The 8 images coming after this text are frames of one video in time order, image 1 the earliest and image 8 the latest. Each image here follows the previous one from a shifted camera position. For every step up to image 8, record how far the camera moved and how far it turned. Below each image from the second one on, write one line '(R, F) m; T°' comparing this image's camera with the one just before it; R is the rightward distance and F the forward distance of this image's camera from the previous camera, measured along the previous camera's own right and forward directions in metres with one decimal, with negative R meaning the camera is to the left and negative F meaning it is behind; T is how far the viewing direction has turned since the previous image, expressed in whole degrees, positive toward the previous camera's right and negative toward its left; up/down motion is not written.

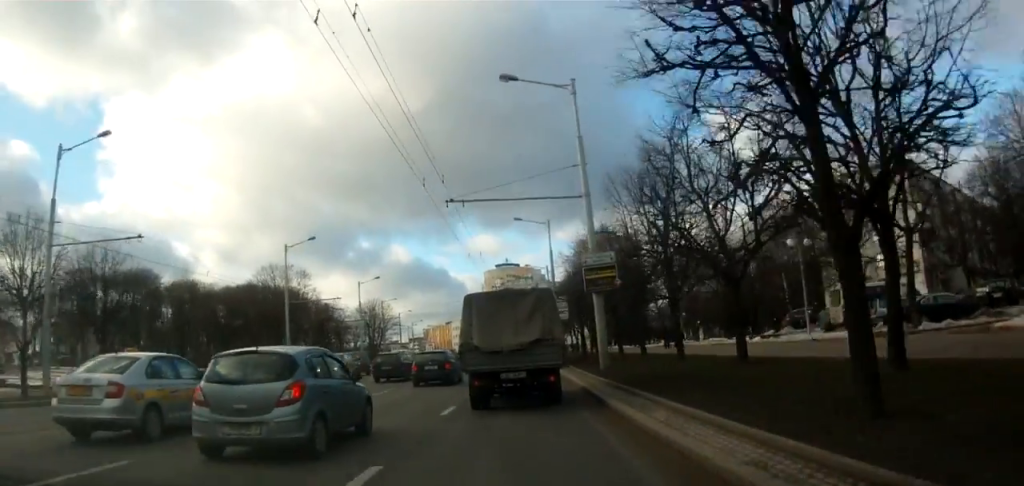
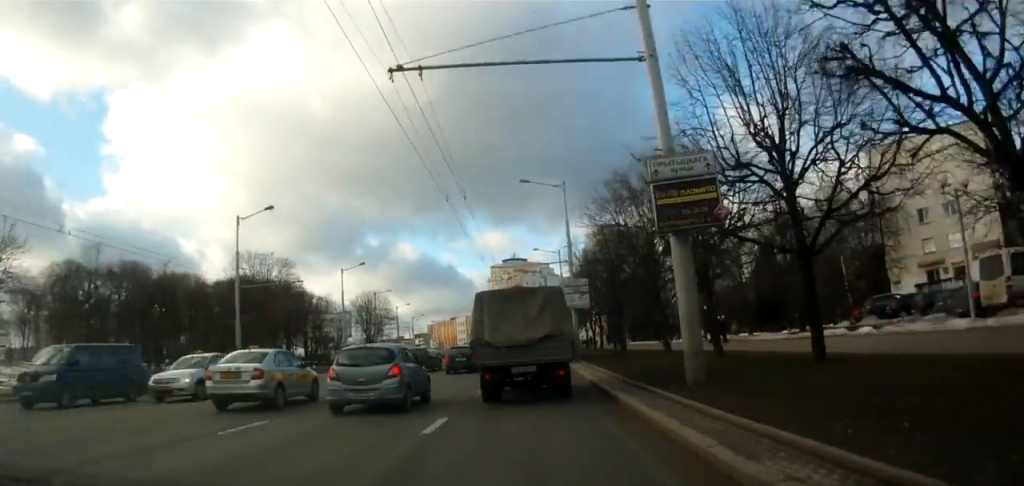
(+0.1, +11.6) m; -2°
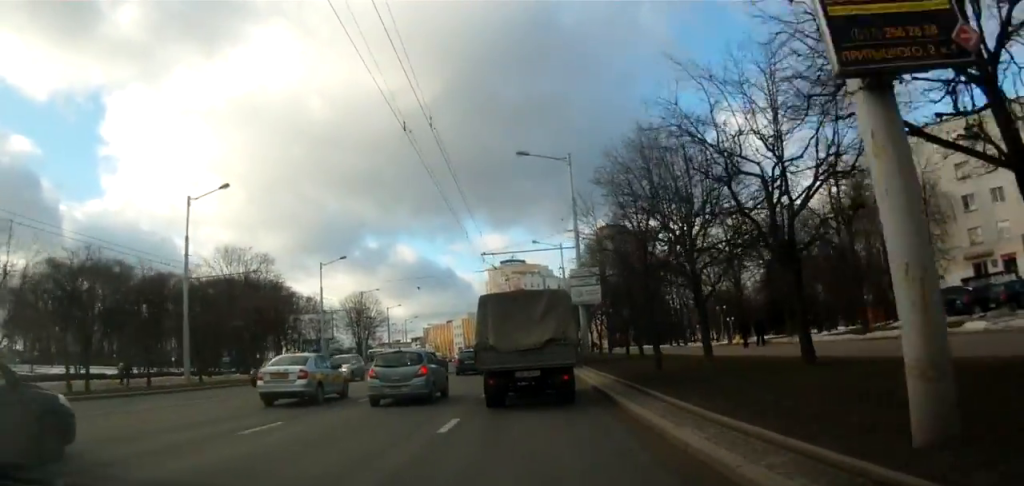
(-0.2, +6.9) m; -1°
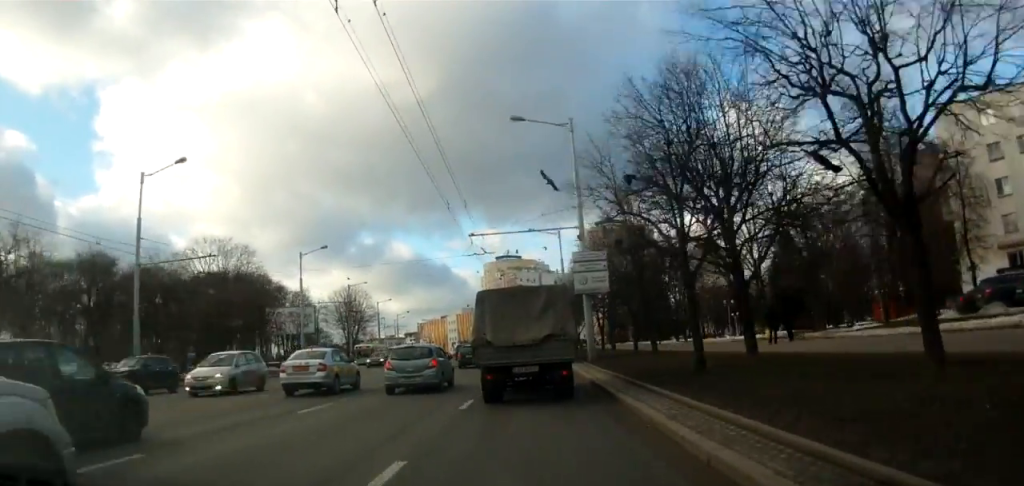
(-0.1, +5.1) m; +2°
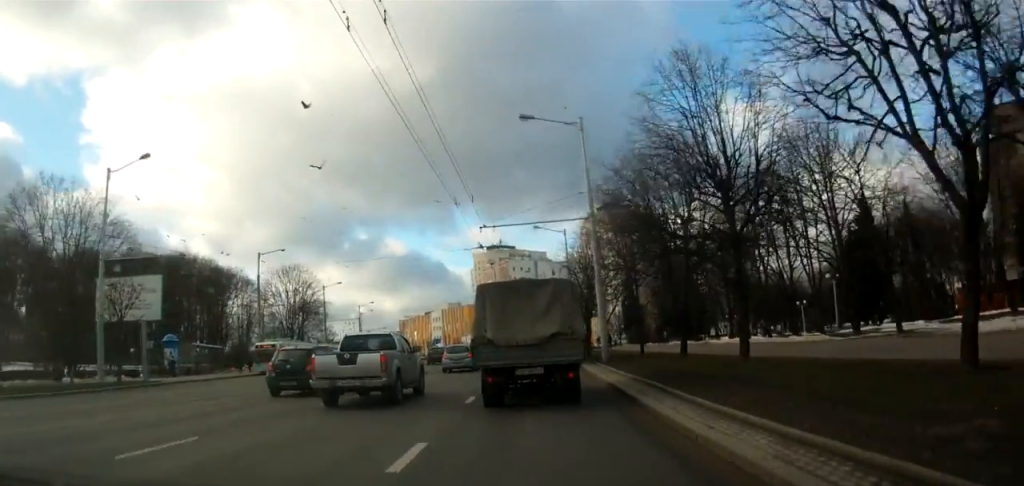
(+3.0, +30.3) m; +7°
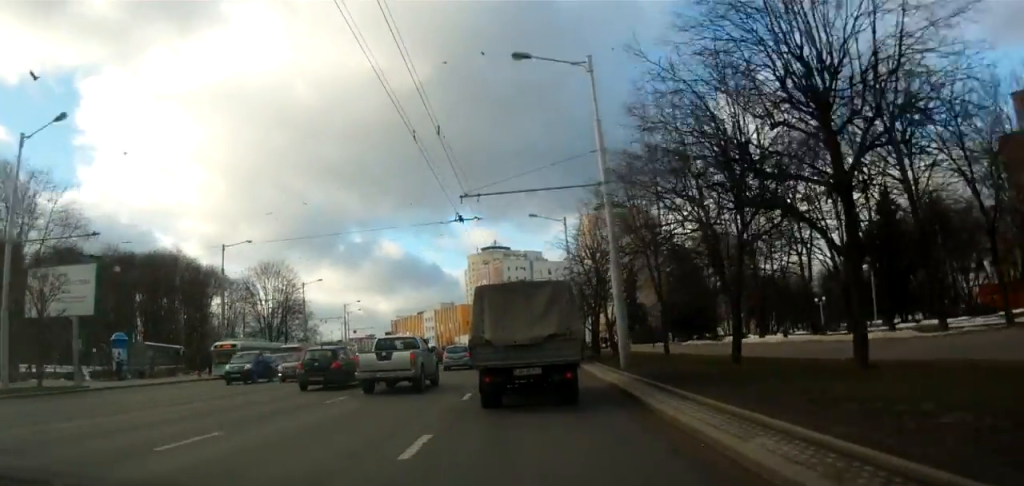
(-0.2, +7.4) m; 0°
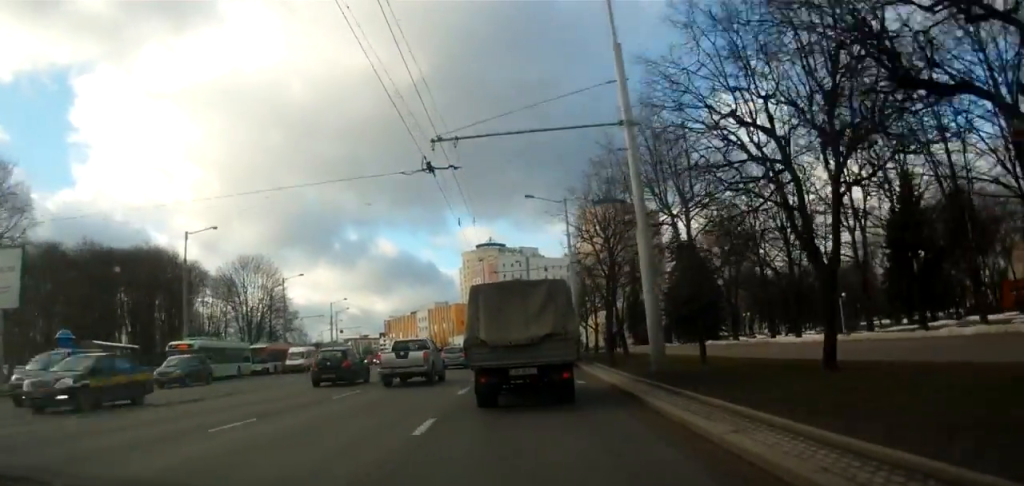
(-0.2, +6.2) m; 0°
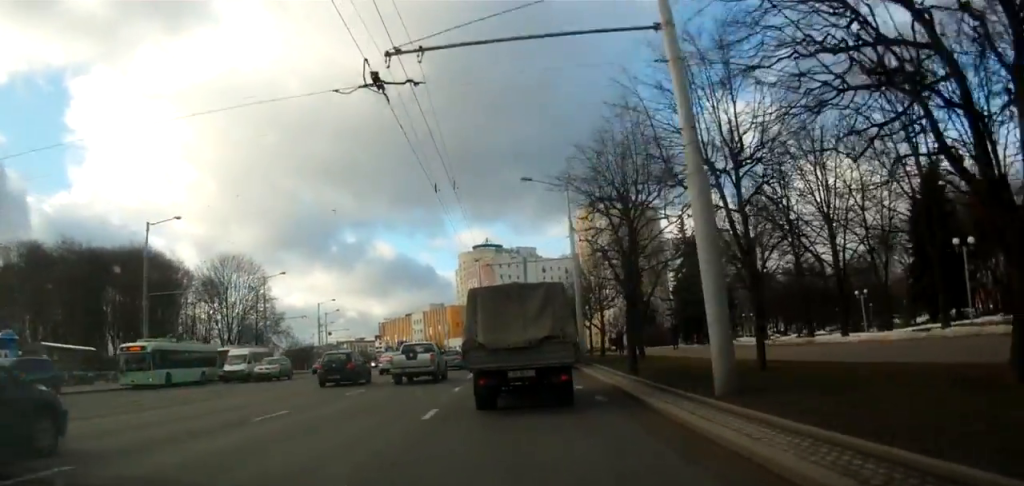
(+0.4, +5.4) m; 0°
